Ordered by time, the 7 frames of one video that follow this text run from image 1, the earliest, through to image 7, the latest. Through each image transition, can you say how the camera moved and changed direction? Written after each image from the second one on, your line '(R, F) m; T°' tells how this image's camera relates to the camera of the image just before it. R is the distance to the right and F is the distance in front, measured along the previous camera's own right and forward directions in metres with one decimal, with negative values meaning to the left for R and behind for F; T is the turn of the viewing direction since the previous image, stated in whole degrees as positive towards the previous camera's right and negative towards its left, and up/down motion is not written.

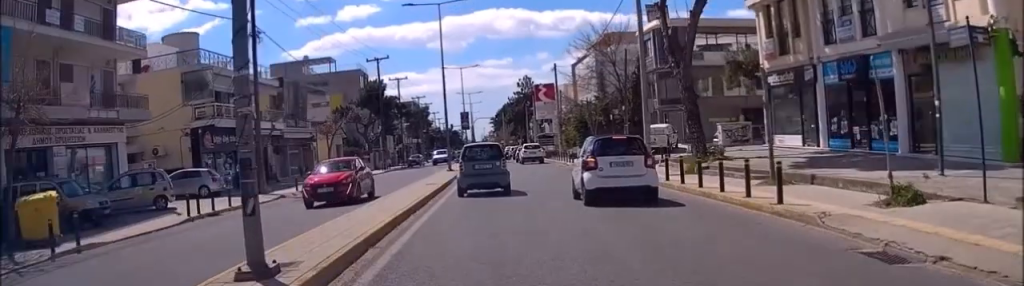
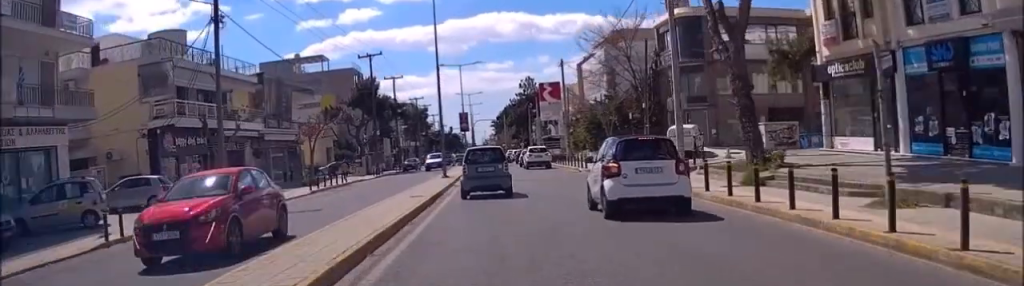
(-0.2, +5.2) m; 0°
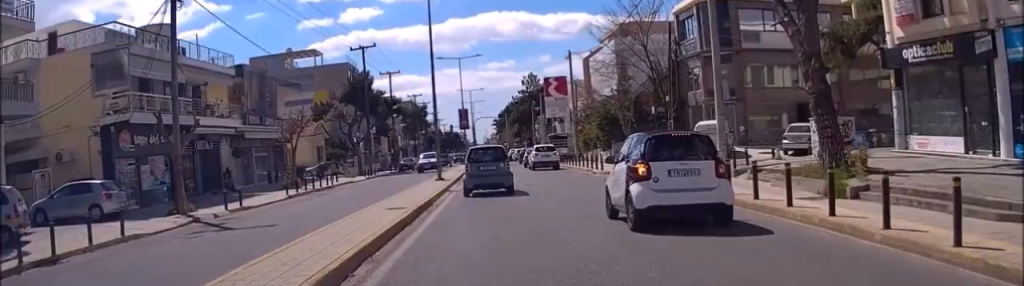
(-0.1, +5.2) m; 0°
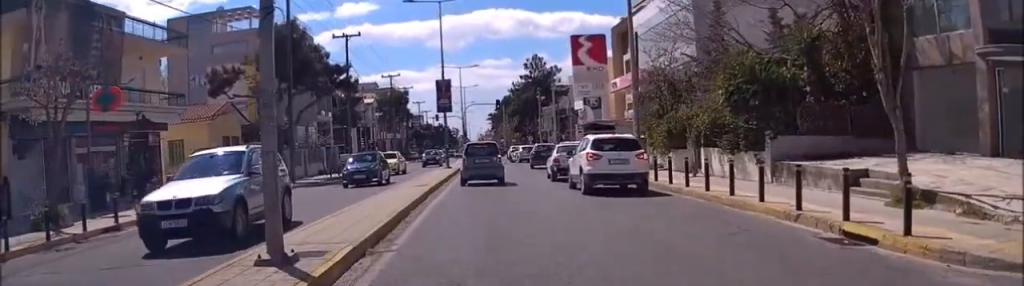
(+0.5, +23.6) m; +2°
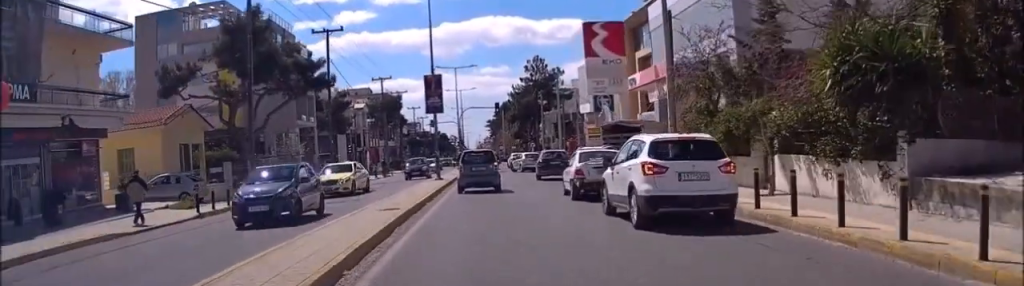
(0.0, +6.3) m; 0°
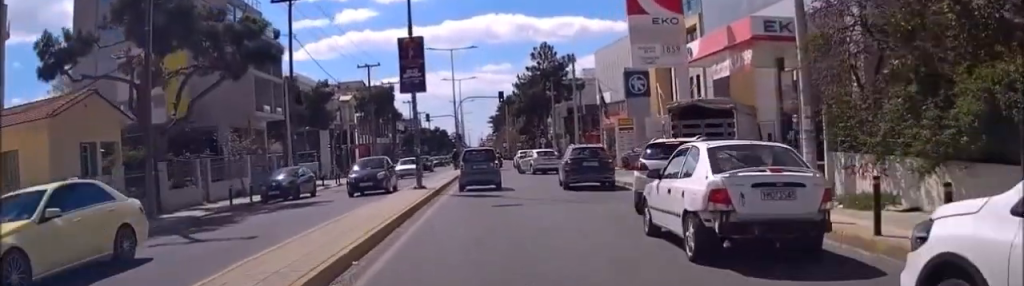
(0.0, +10.7) m; 0°
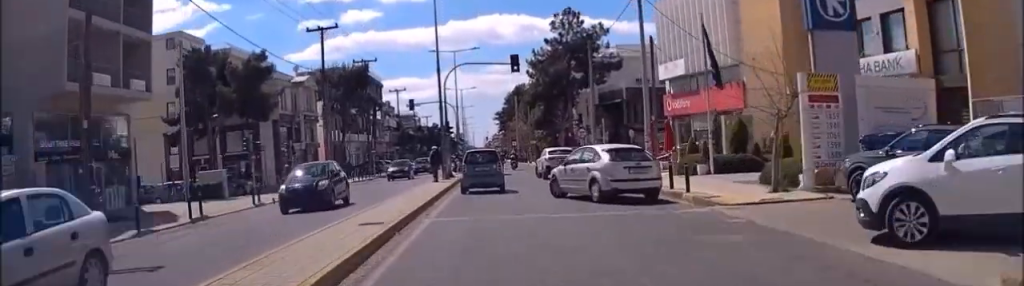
(0.0, +21.8) m; -1°
